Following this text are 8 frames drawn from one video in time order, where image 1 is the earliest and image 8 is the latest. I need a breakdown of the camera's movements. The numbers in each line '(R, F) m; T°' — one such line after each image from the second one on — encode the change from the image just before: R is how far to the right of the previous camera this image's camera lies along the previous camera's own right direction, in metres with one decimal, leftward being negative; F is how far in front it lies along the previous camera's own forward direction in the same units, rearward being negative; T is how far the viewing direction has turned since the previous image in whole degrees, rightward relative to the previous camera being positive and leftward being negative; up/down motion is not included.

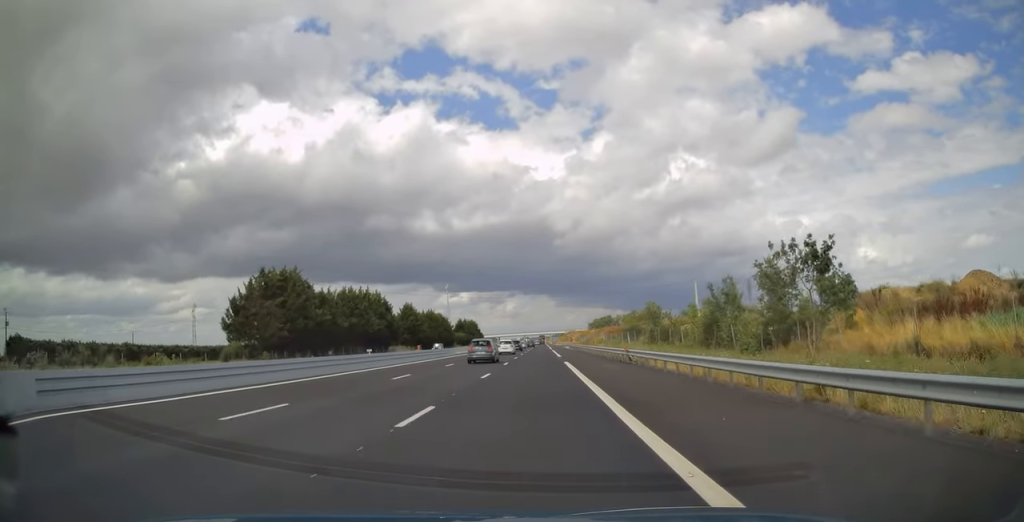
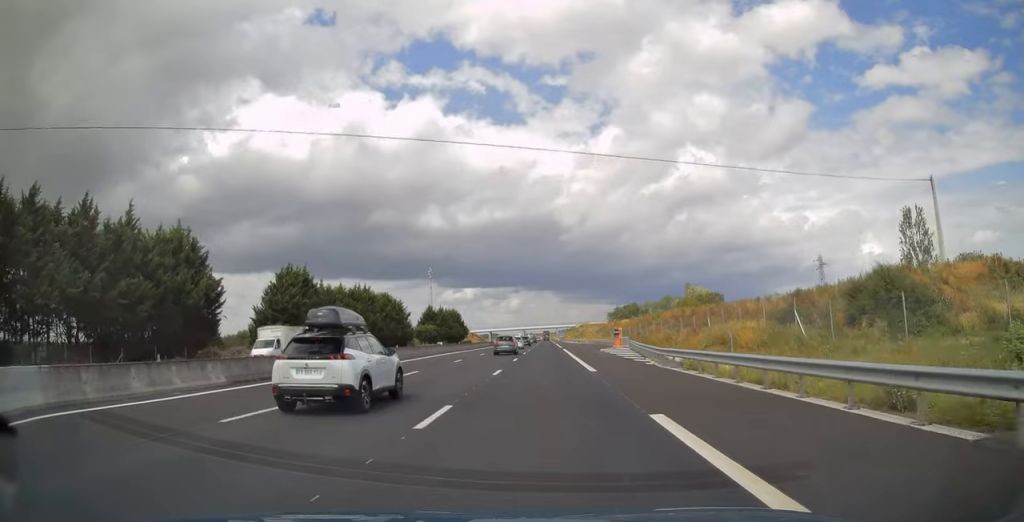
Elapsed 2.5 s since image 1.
(-0.2, +79.3) m; 0°
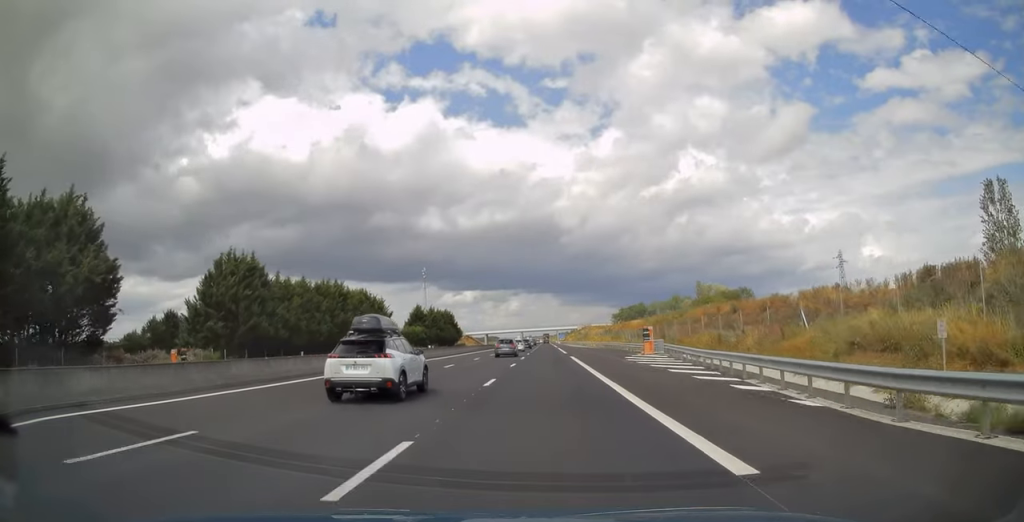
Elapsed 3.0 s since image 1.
(0.0, +17.1) m; 0°
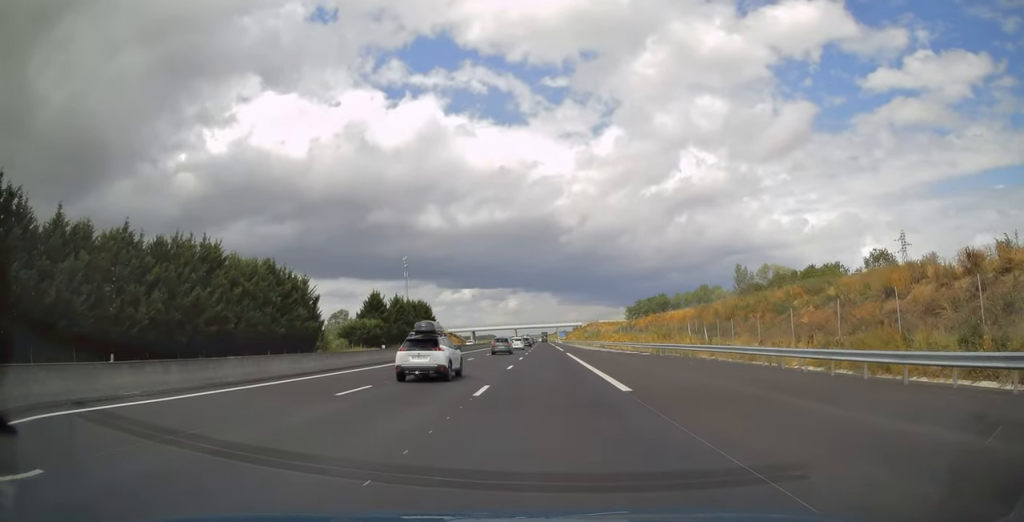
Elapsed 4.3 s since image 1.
(0.0, +42.9) m; 0°
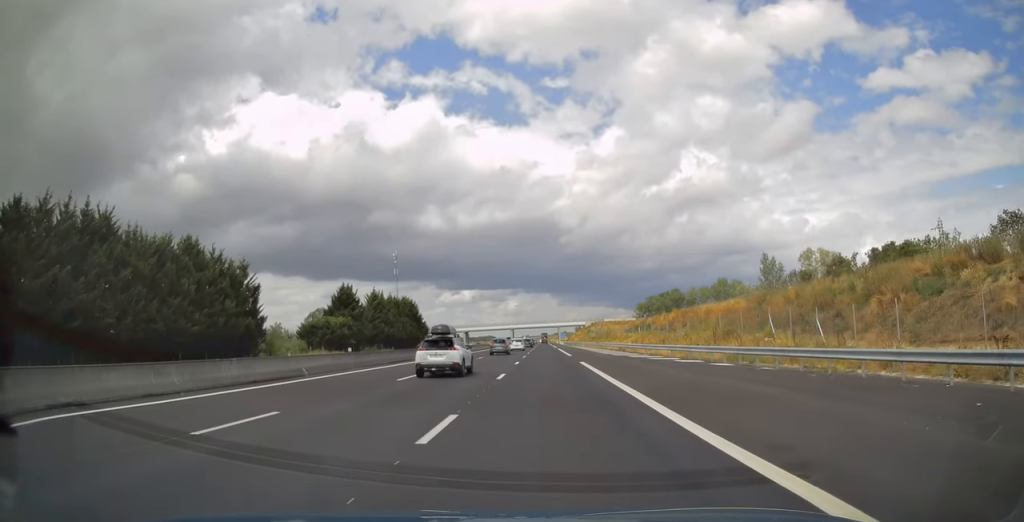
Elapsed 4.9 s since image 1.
(0.0, +19.9) m; 0°
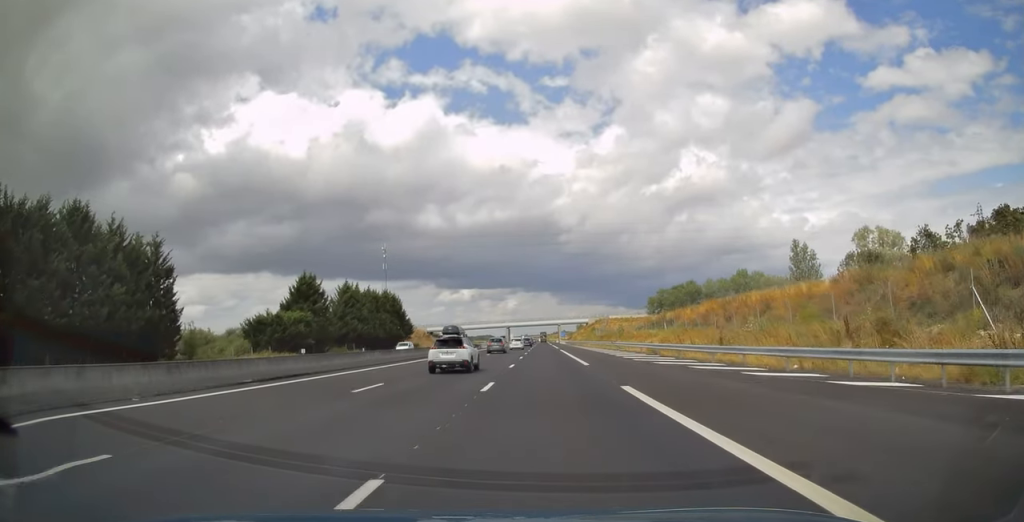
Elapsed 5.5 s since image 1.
(0.0, +18.3) m; 0°
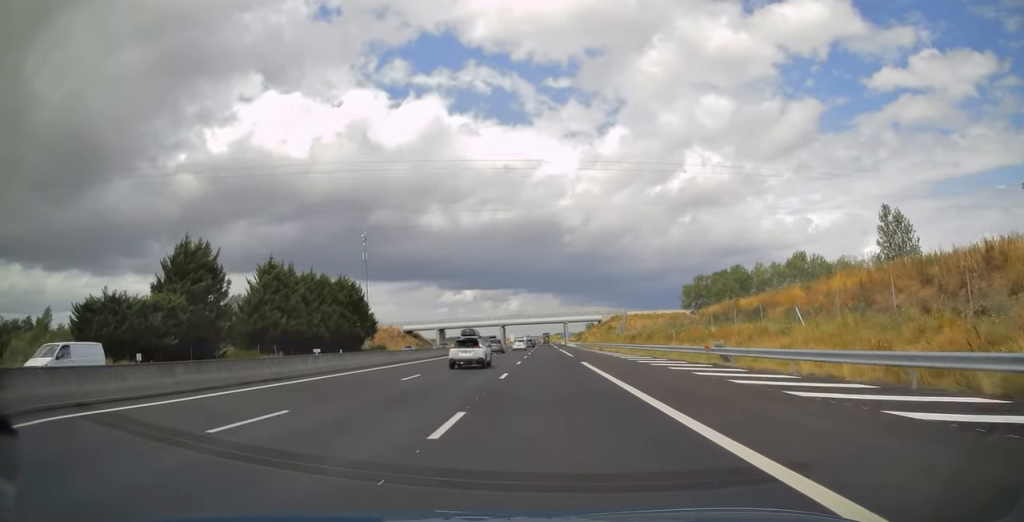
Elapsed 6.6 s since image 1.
(+0.1, +33.9) m; 0°
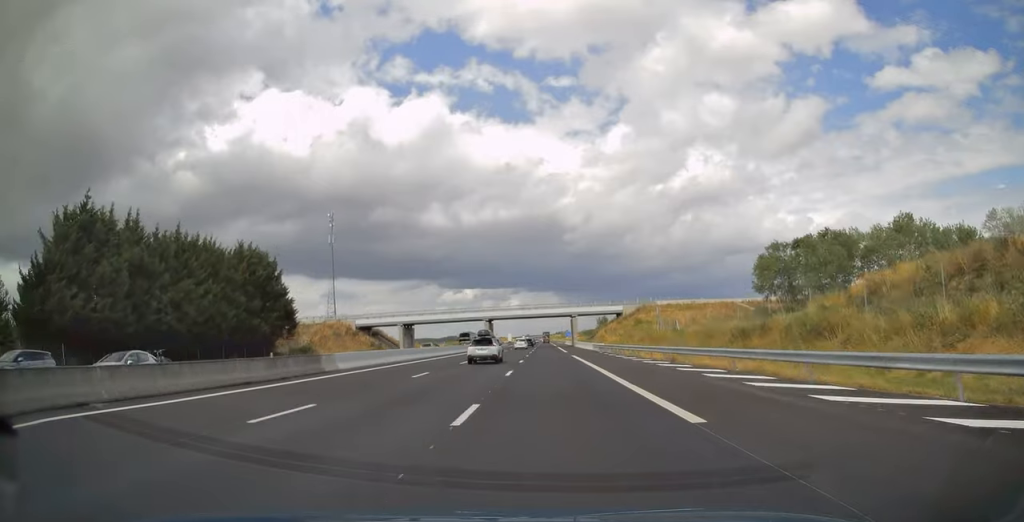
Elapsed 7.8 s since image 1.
(0.0, +38.1) m; 0°
